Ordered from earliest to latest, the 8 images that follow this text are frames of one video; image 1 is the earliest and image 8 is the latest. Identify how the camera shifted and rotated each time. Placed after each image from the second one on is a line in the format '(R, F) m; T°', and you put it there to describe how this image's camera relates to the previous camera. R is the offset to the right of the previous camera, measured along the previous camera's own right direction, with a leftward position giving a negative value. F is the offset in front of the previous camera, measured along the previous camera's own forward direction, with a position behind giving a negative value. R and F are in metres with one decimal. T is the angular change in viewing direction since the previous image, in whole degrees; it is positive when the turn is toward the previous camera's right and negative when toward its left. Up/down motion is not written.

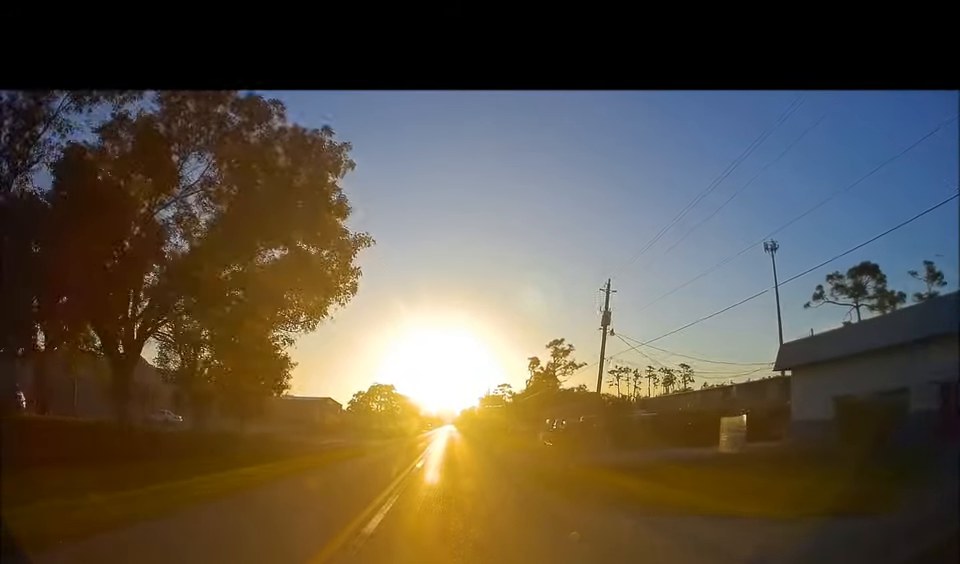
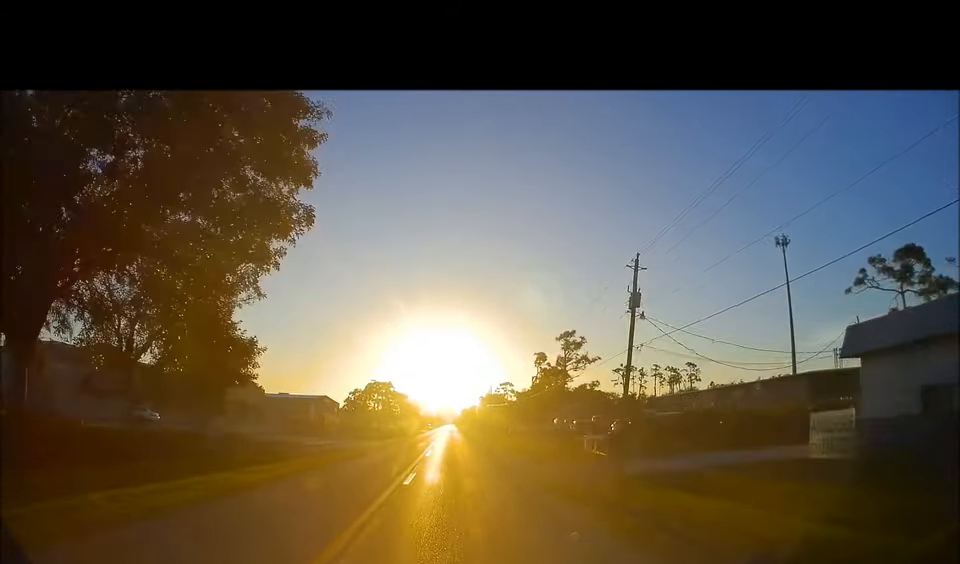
(-0.1, +5.1) m; -1°
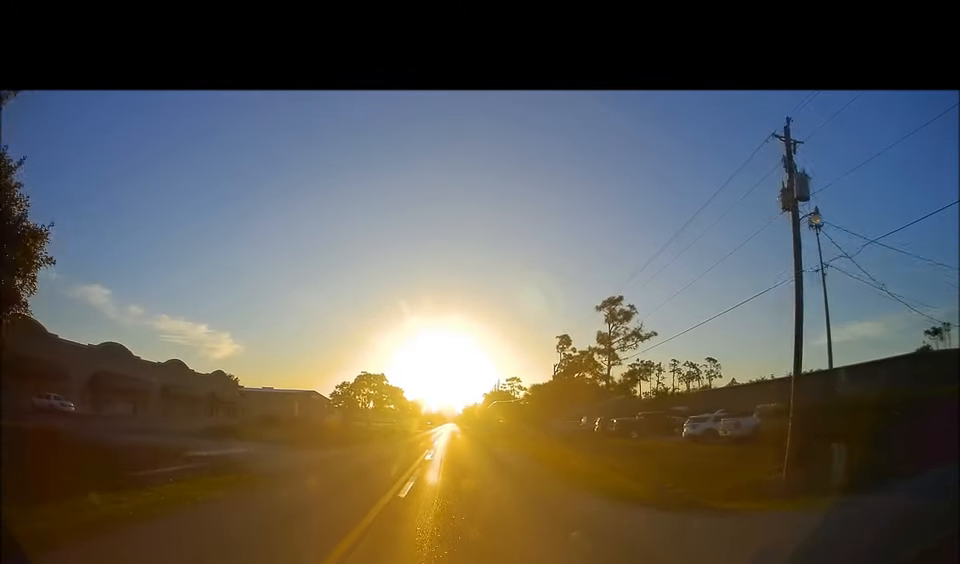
(0.0, +14.3) m; +2°
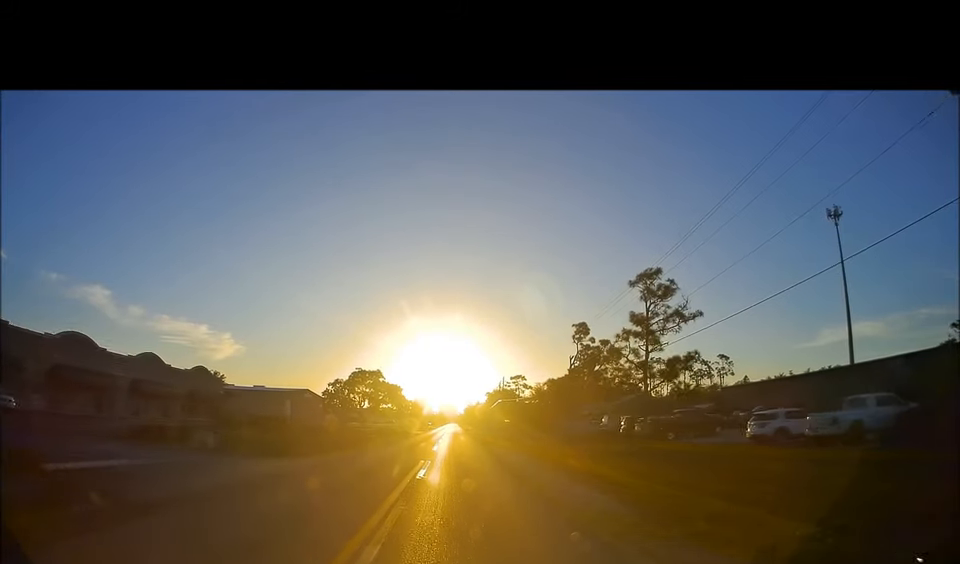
(+0.1, +7.3) m; 0°
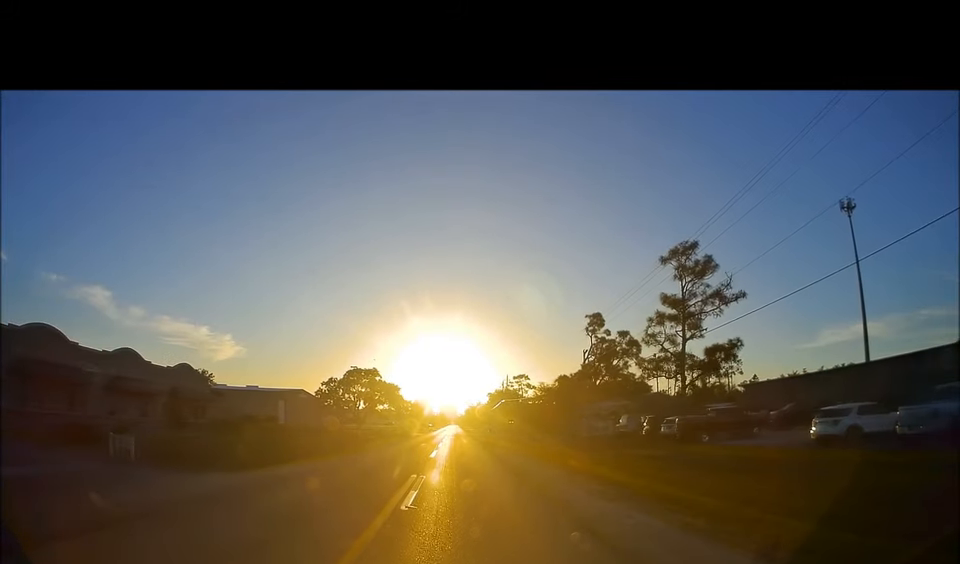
(+0.1, +5.3) m; -1°
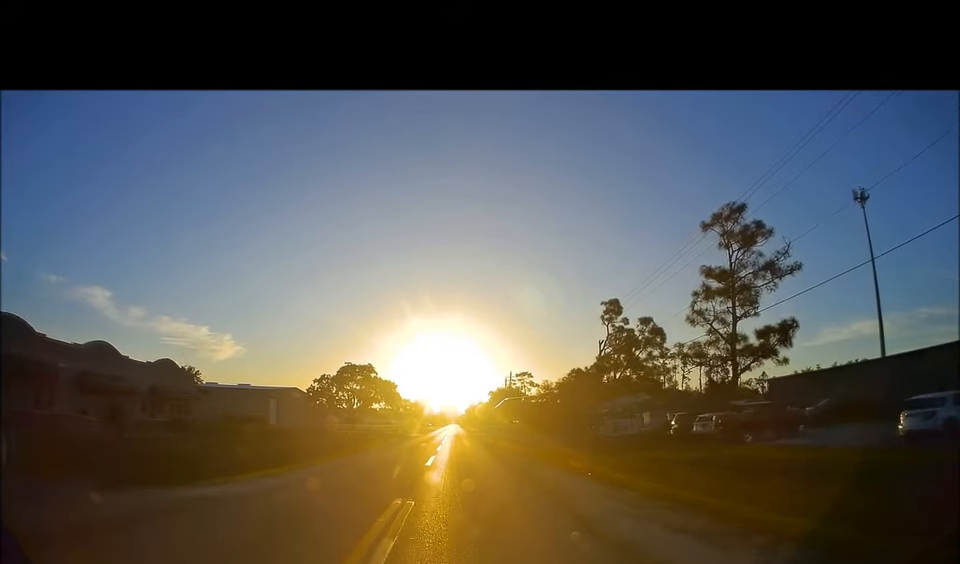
(-0.2, +5.4) m; 0°
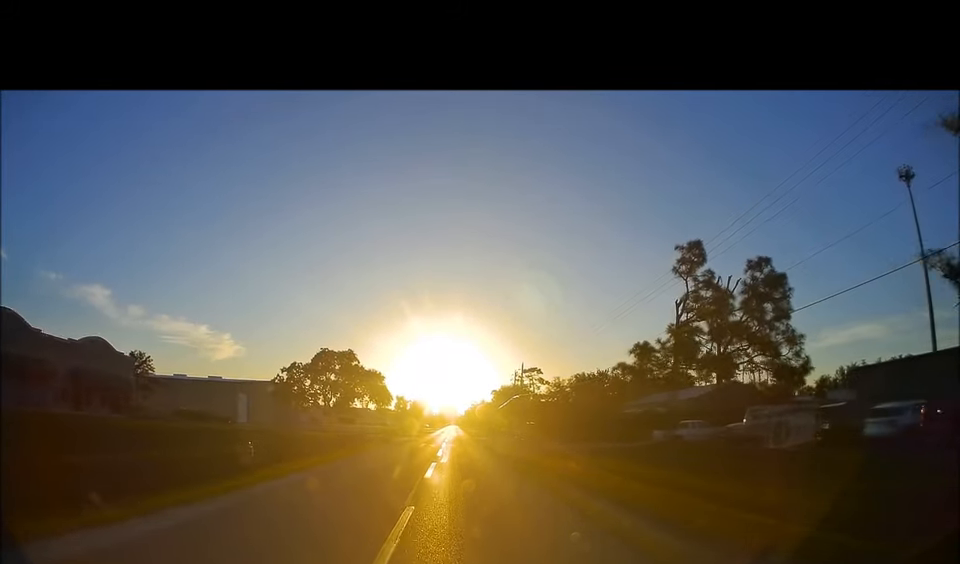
(+0.2, +16.4) m; +3°
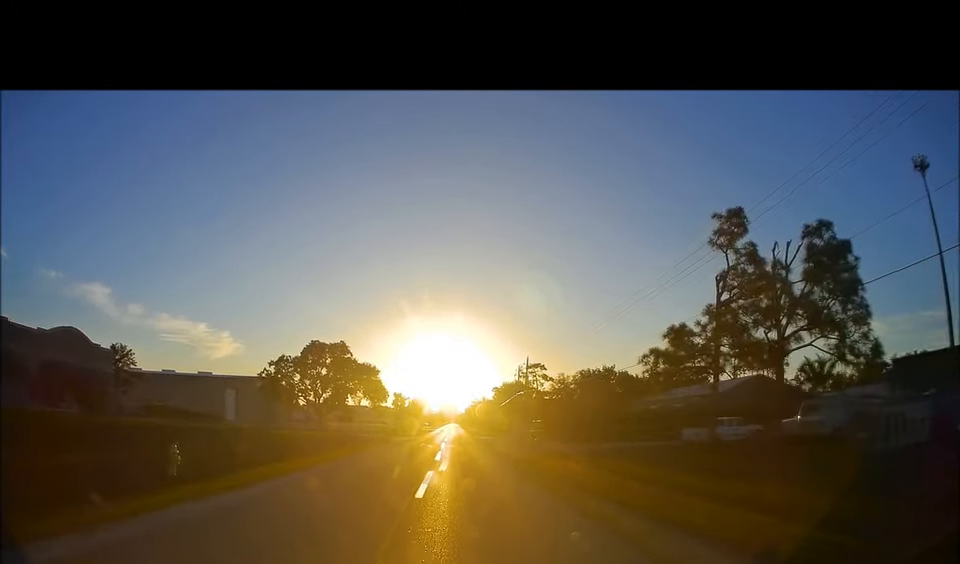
(0.0, +5.3) m; +2°
